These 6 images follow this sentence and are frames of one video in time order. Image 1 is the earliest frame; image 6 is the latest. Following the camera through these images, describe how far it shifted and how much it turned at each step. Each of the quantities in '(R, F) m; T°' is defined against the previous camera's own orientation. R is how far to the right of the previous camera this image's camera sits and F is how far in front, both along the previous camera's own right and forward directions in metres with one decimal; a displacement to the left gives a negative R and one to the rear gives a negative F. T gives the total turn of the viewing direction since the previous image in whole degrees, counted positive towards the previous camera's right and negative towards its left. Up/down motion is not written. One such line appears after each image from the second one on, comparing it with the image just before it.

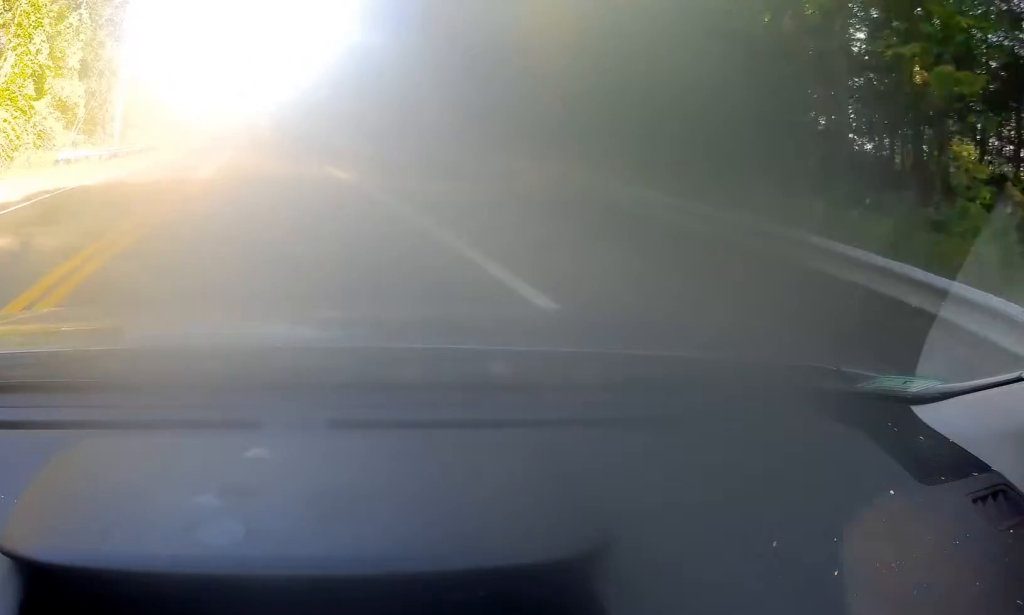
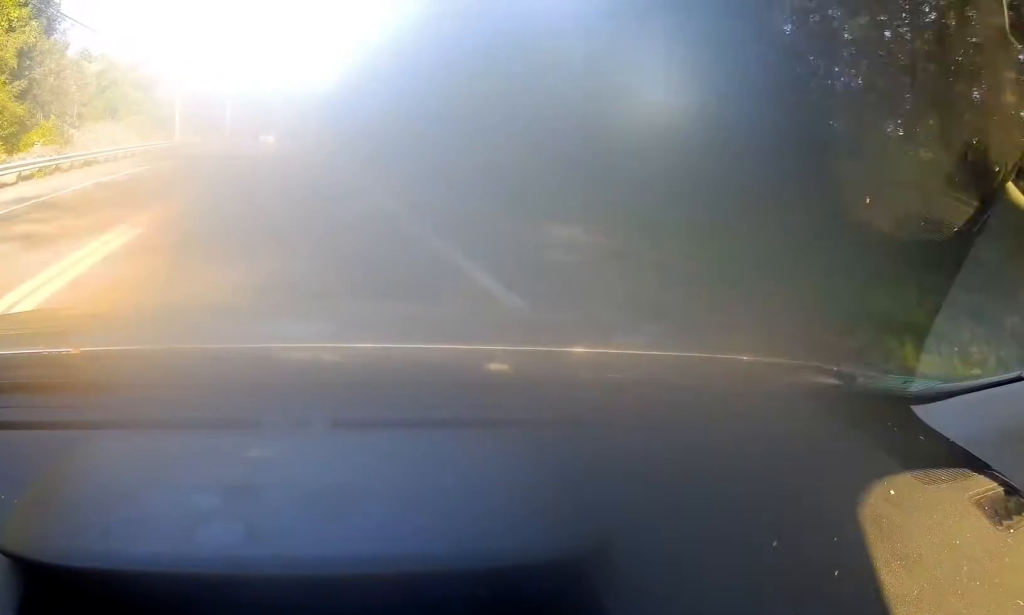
(-1.9, +34.1) m; -6°
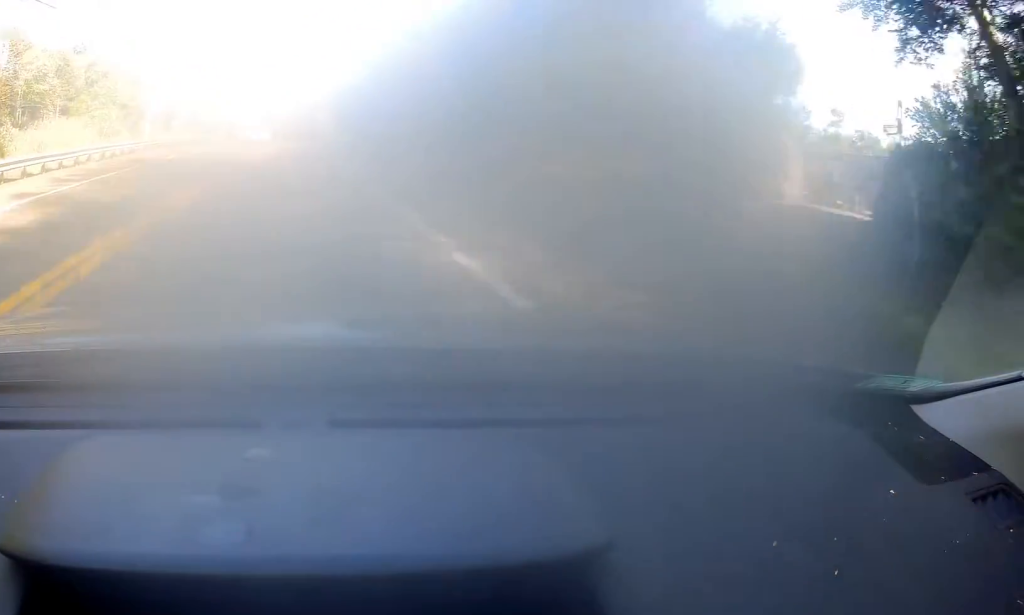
(-0.1, +13.4) m; -1°
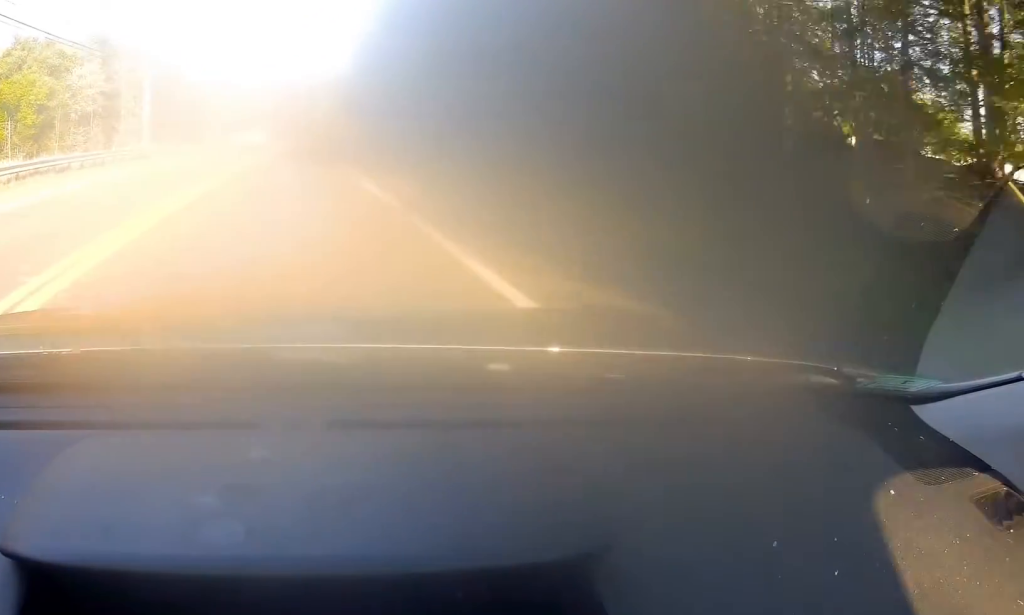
(+0.1, +43.6) m; 0°
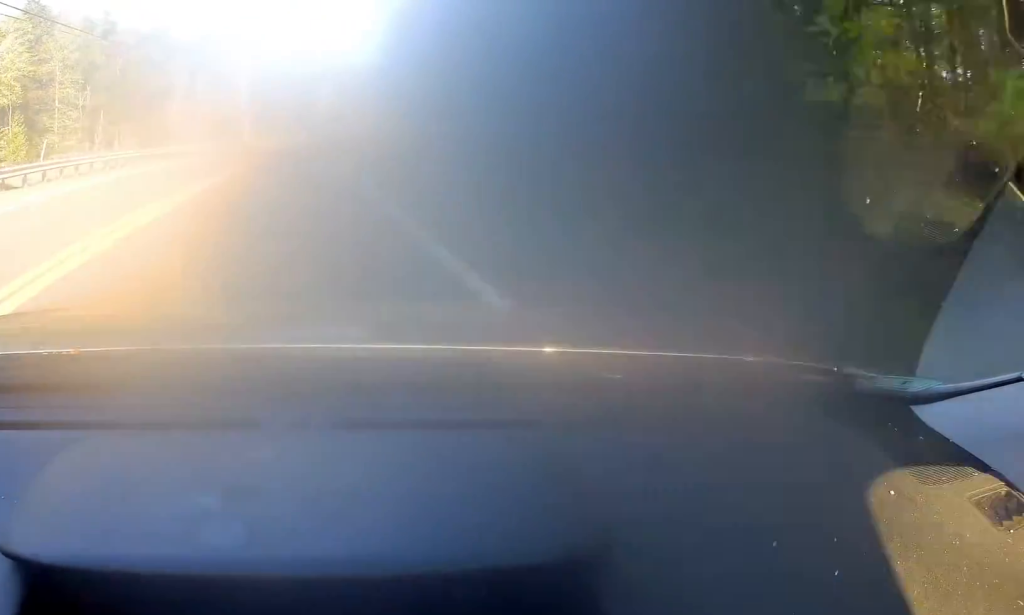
(-0.3, +29.5) m; 0°
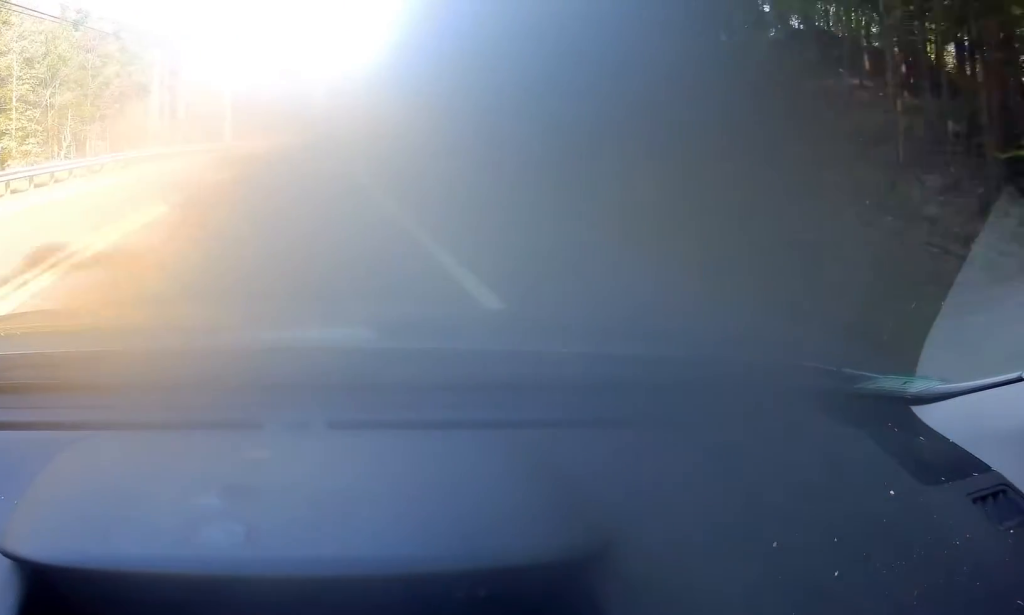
(+0.2, +10.9) m; +1°
